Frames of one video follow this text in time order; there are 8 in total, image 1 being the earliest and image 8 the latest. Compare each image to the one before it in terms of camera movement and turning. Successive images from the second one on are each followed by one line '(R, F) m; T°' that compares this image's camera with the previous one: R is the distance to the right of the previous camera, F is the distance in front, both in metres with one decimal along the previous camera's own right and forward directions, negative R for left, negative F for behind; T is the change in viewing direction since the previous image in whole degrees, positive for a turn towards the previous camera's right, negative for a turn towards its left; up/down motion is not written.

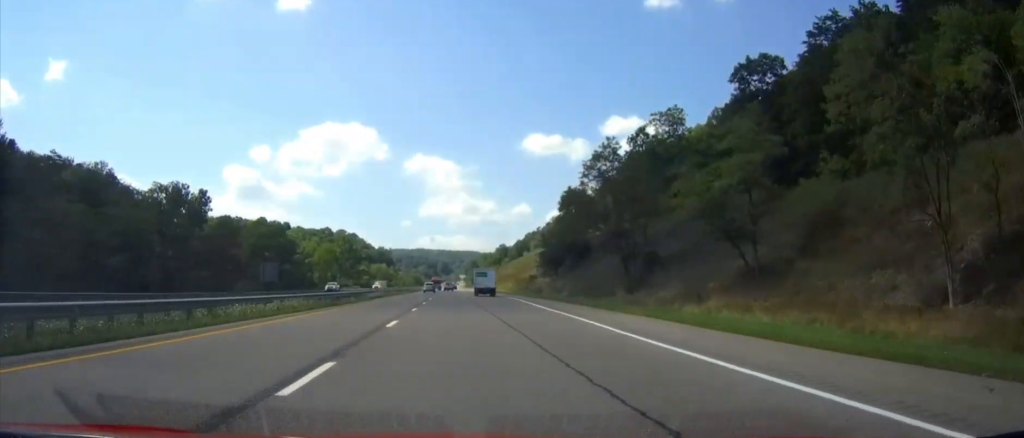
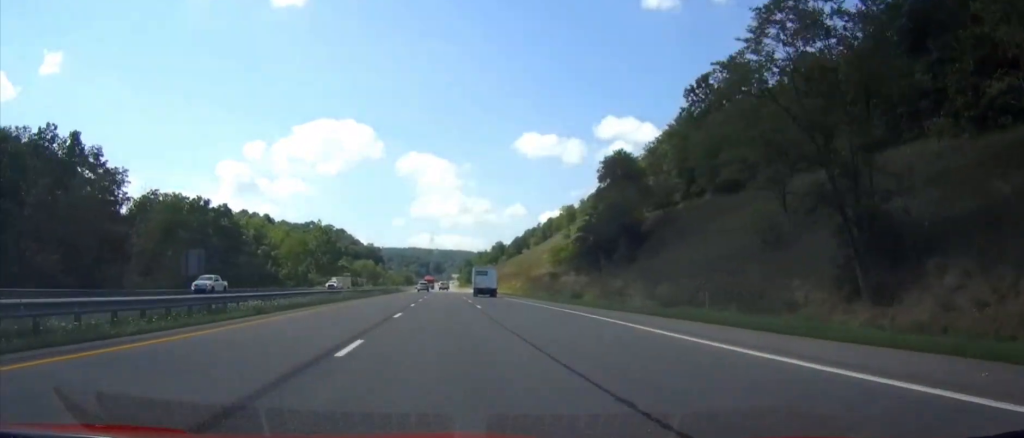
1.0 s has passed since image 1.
(0.0, +33.9) m; 0°
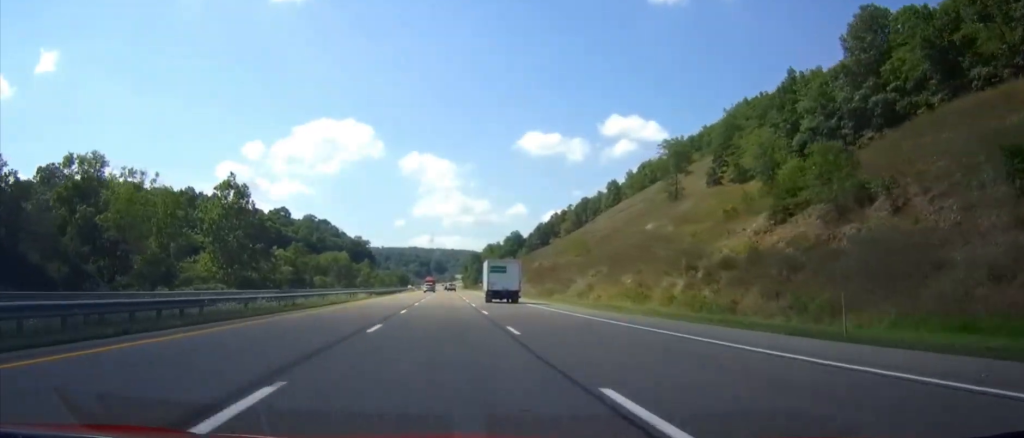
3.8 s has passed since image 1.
(+0.1, +95.2) m; 0°
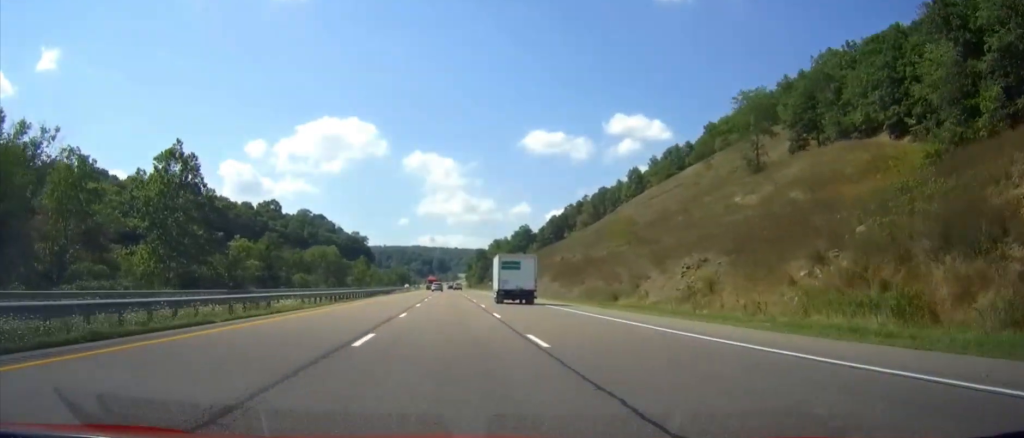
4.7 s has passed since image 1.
(0.0, +29.6) m; 0°
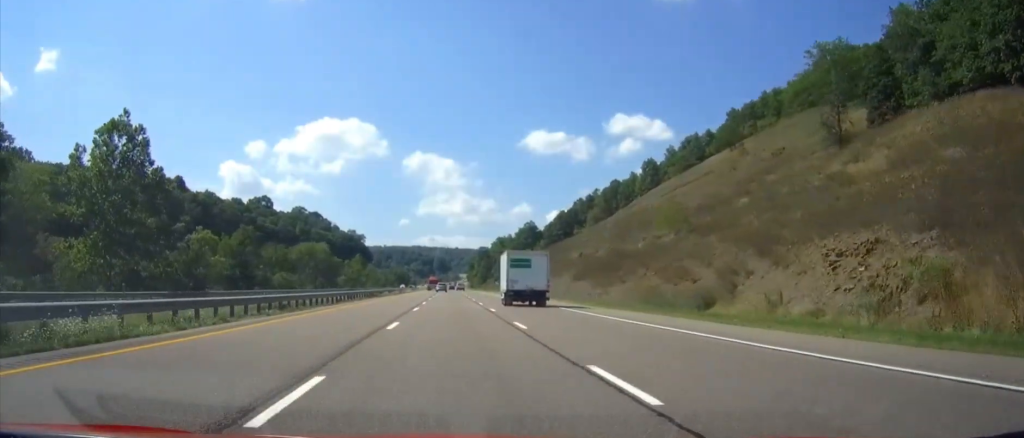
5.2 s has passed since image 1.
(0.0, +19.3) m; 0°
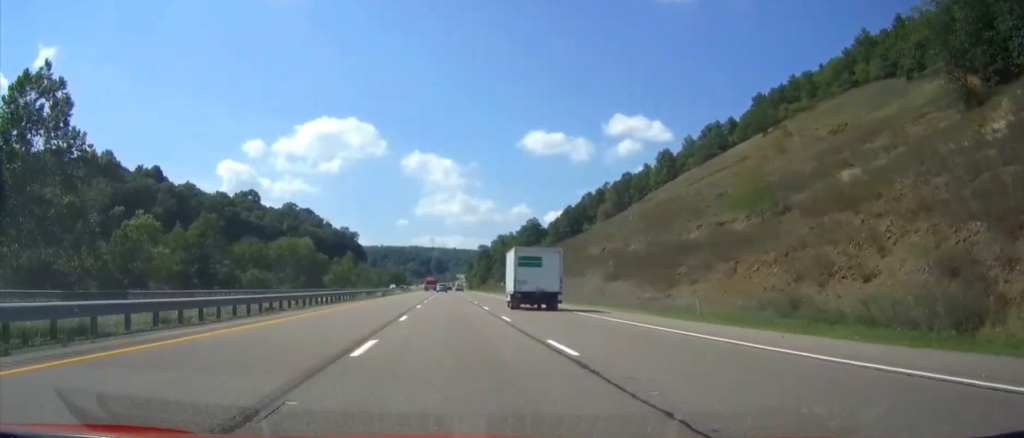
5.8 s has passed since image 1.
(0.0, +20.5) m; 0°
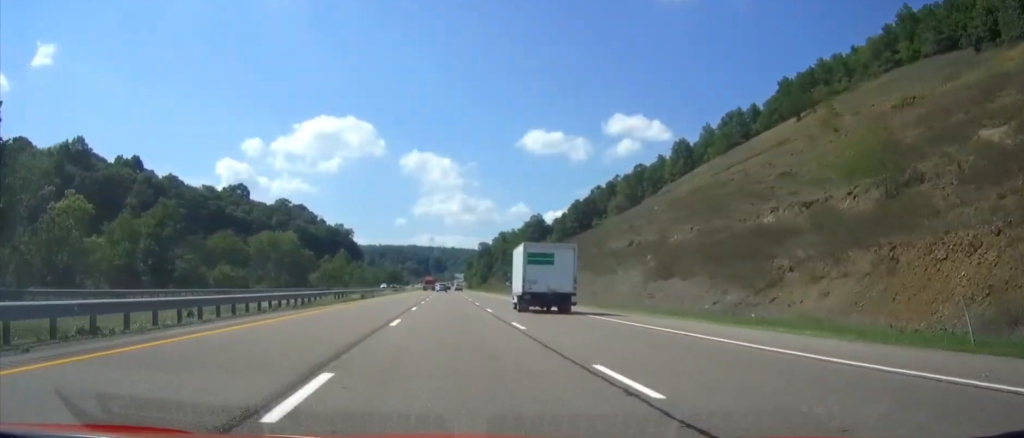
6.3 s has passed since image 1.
(0.0, +17.1) m; 0°
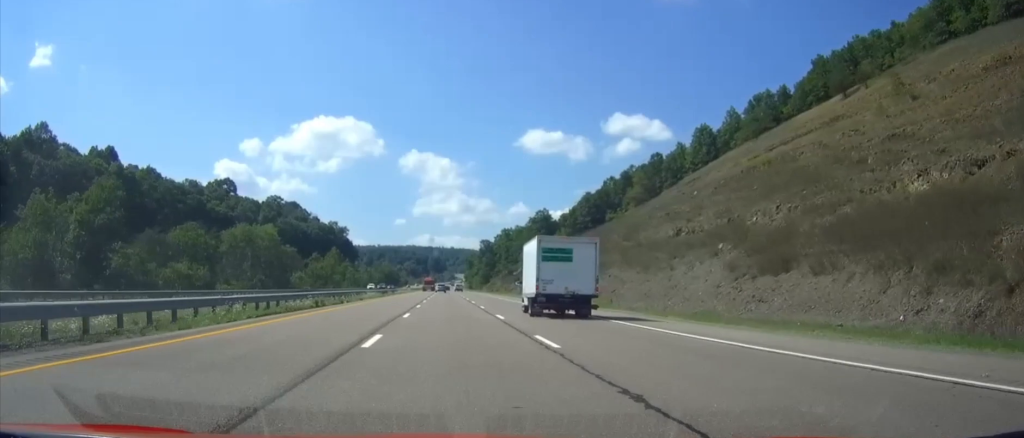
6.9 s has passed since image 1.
(0.0, +19.3) m; 0°
